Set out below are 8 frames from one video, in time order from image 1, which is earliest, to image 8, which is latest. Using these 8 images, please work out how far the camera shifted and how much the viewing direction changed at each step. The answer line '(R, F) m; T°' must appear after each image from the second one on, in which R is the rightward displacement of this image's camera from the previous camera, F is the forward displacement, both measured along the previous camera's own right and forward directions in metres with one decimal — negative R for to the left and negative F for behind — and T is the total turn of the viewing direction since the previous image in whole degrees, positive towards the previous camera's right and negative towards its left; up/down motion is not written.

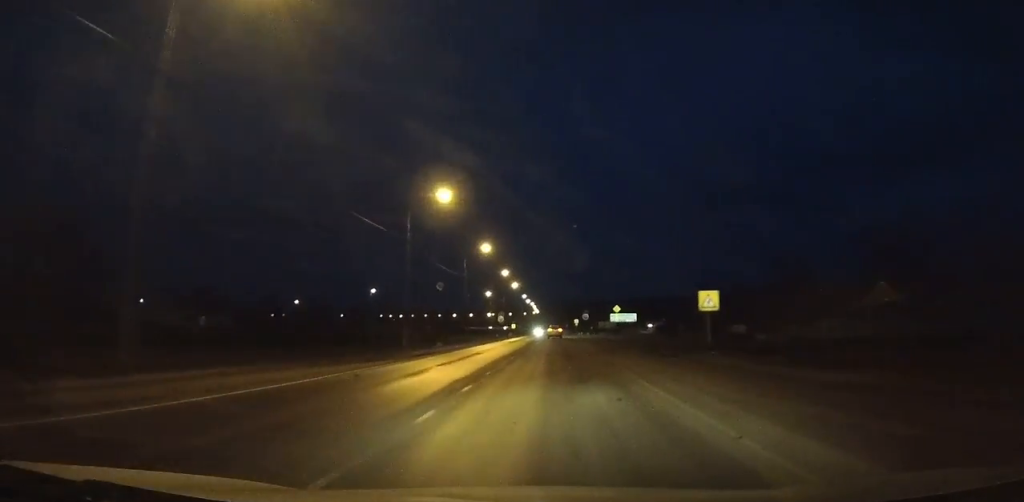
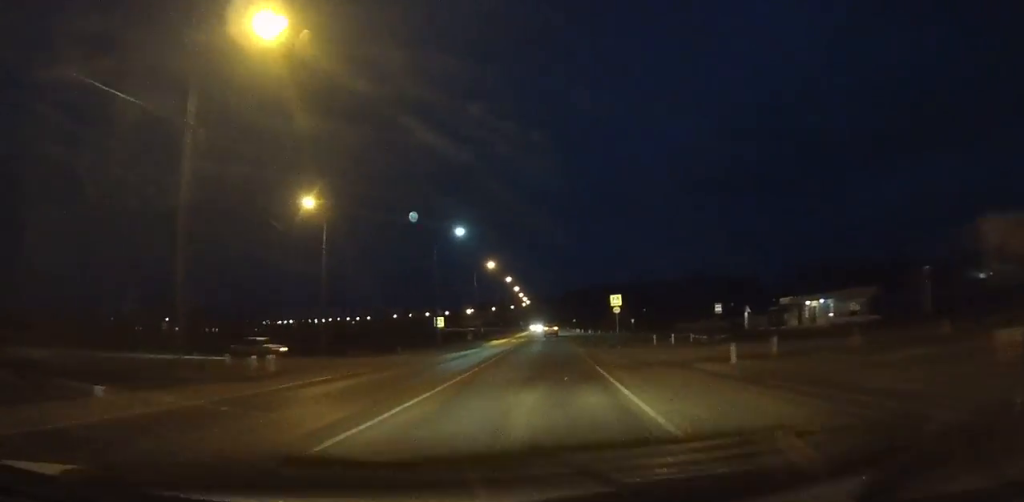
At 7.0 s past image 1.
(-0.1, +113.9) m; 0°
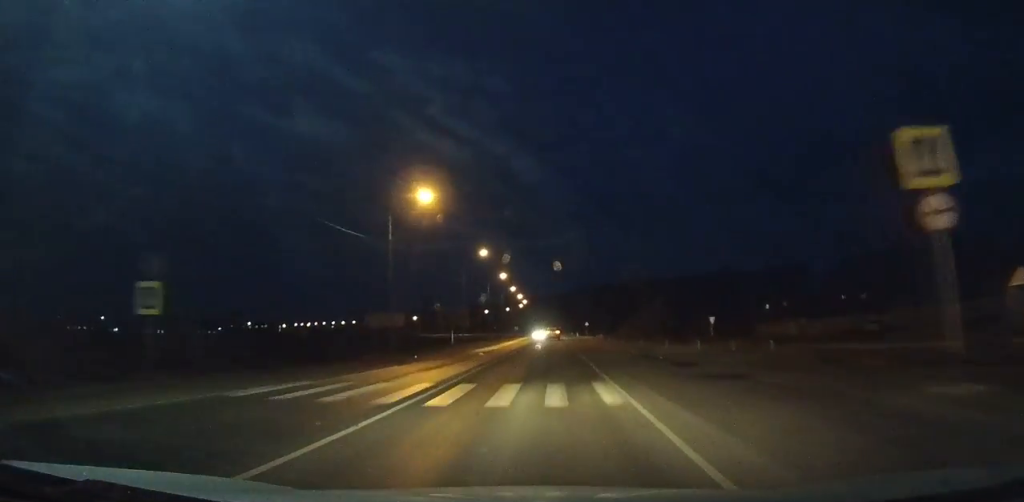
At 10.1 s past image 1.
(+0.1, +49.1) m; 0°
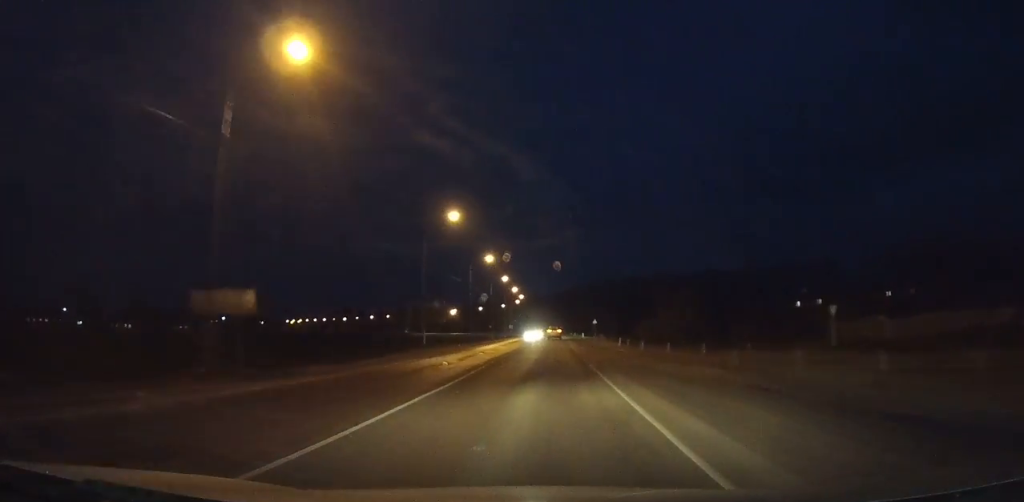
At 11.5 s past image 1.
(0.0, +22.0) m; 0°
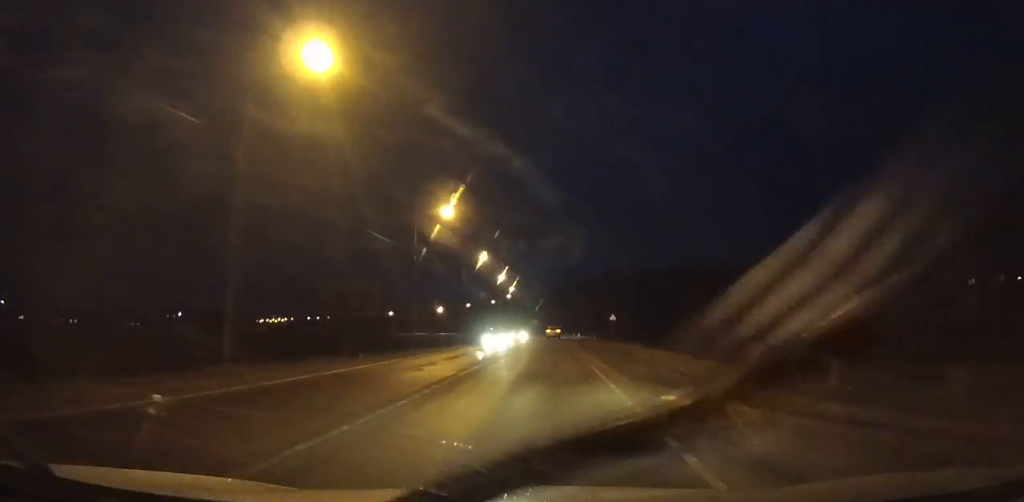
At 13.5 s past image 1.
(0.0, +31.3) m; 0°
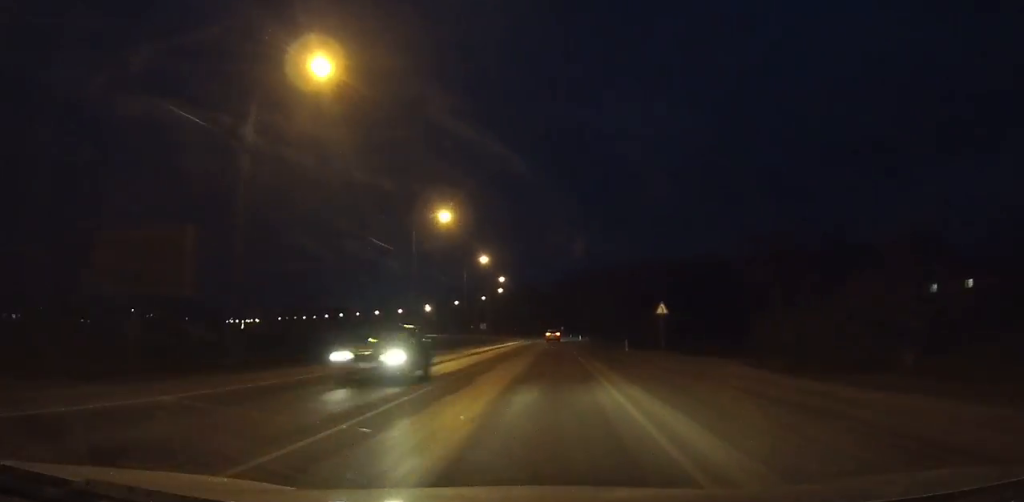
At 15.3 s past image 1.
(0.0, +28.1) m; 0°
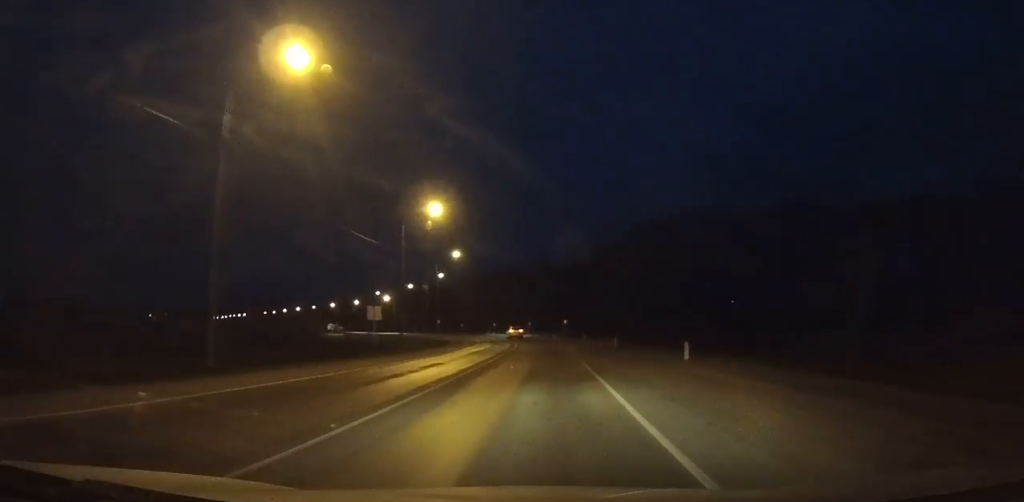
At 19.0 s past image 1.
(-0.6, +57.1) m; -2°
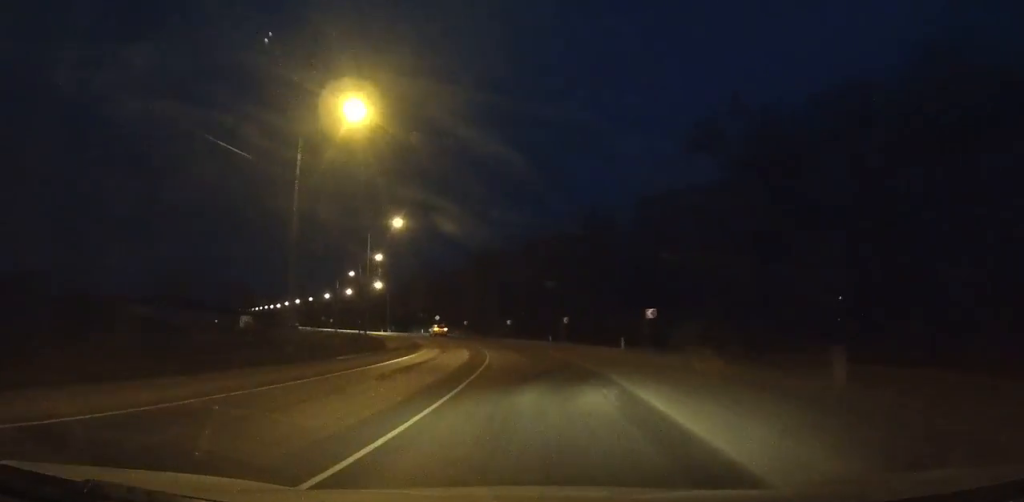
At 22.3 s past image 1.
(-1.9, +50.5) m; -7°
